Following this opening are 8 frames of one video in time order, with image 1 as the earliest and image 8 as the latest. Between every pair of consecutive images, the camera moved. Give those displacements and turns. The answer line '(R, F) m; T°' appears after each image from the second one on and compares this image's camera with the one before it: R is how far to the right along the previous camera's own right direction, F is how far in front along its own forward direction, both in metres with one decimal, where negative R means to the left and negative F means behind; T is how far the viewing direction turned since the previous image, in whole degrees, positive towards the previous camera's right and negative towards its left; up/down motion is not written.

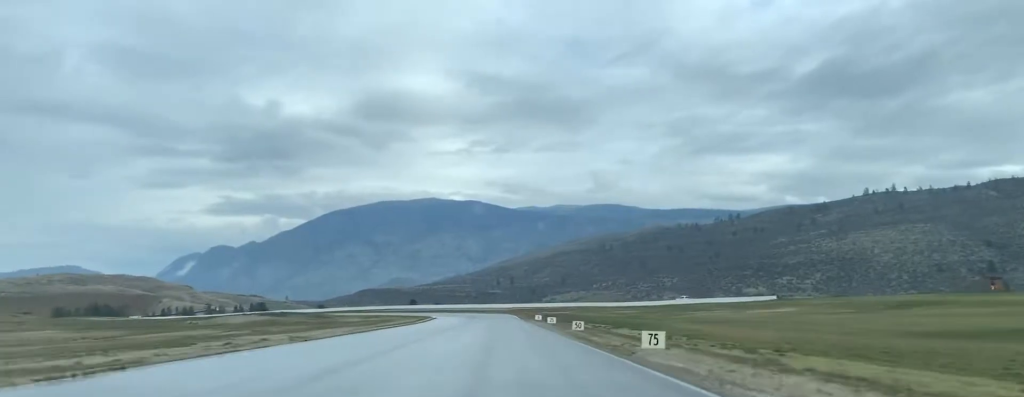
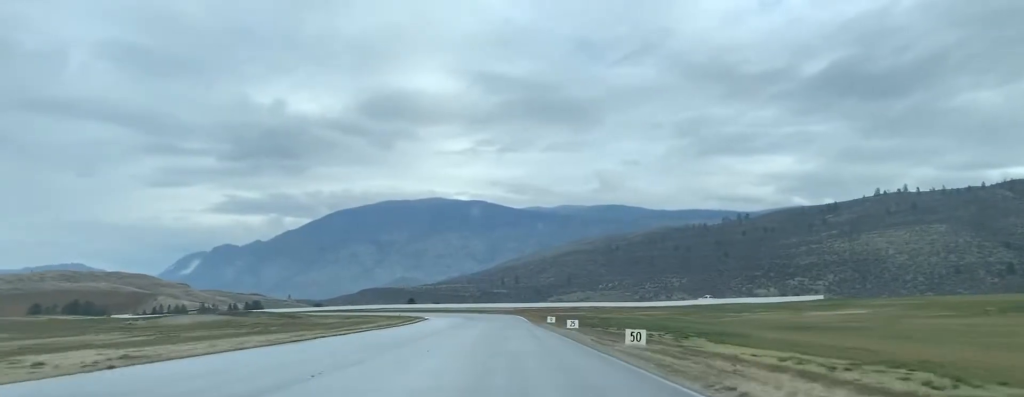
(0.0, +18.6) m; 0°
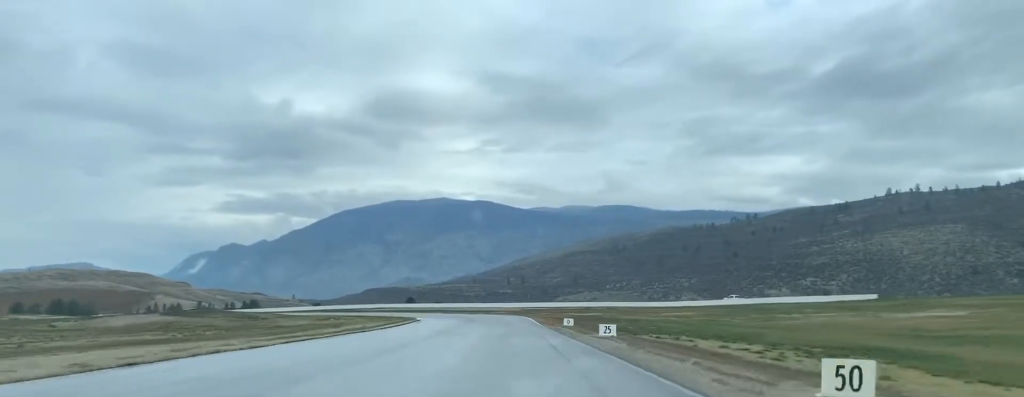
(-0.1, +15.6) m; 0°
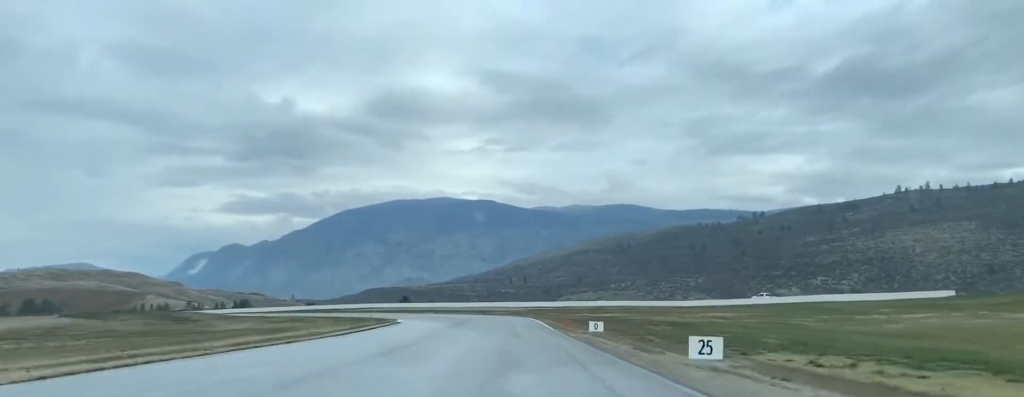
(-0.1, +17.8) m; 0°
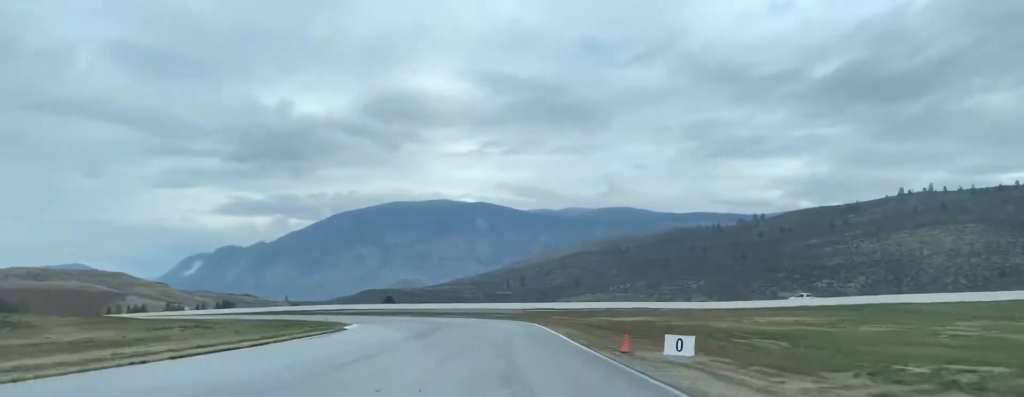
(0.0, +22.6) m; 0°
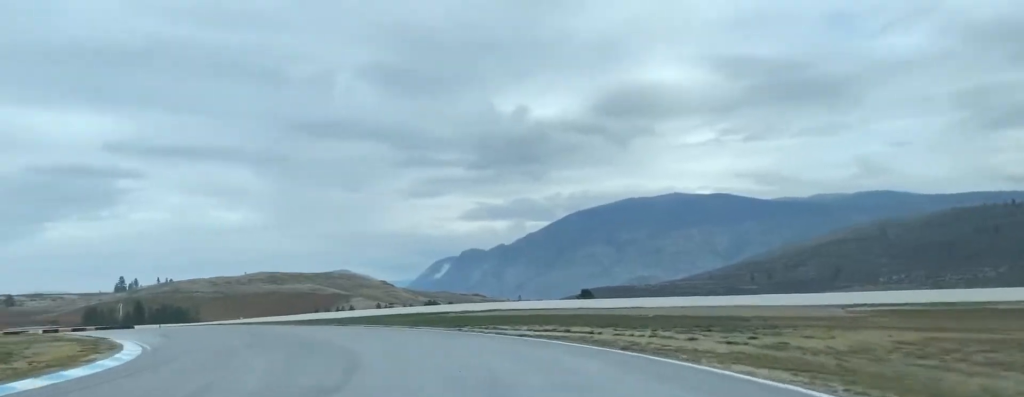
(-3.0, +76.0) m; -18°
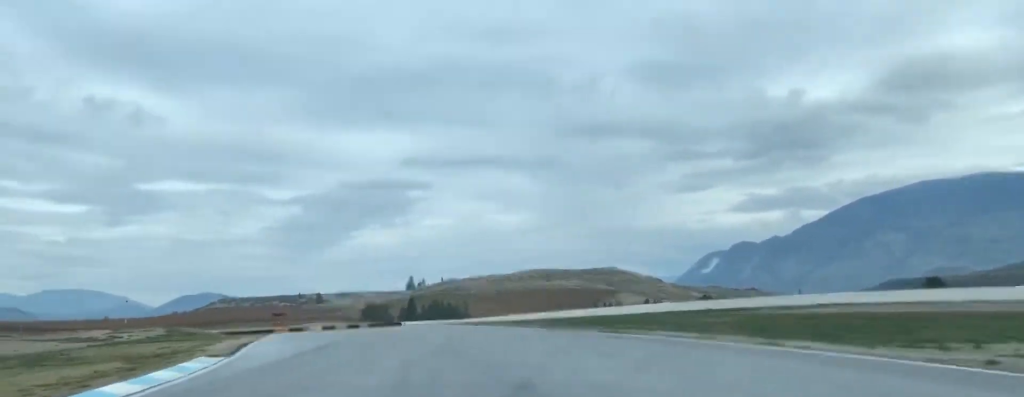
(-3.6, +22.7) m; -20°
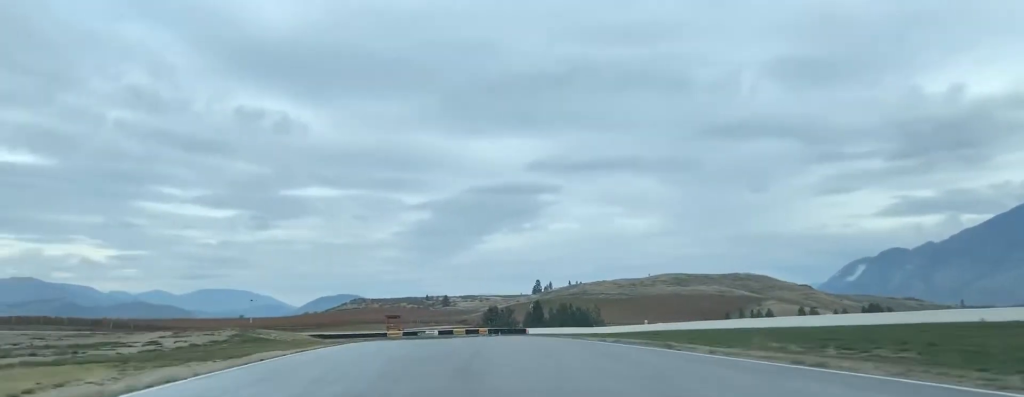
(-4.4, +21.8) m; -13°
